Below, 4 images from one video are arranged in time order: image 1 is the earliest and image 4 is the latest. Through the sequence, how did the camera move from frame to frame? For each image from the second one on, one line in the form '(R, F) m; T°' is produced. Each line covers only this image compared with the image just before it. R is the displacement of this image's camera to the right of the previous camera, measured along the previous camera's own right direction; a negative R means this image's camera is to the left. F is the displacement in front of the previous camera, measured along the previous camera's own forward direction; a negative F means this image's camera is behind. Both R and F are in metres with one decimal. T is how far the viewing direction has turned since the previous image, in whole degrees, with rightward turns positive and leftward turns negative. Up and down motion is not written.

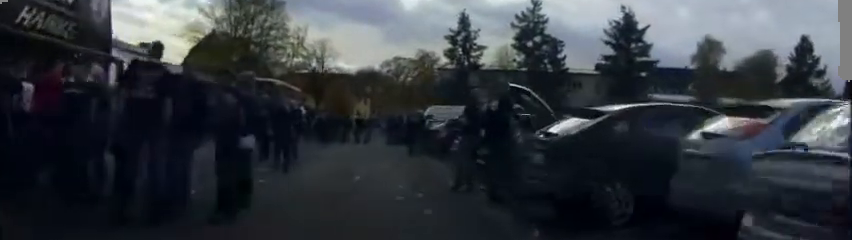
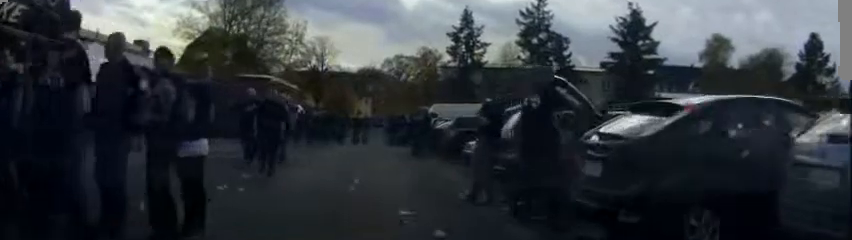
(0.0, +2.0) m; -1°
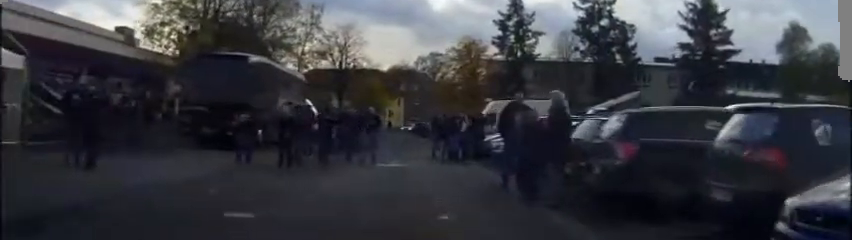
(-0.2, +13.0) m; 0°
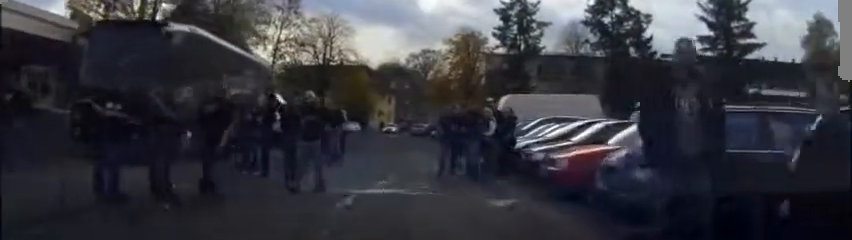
(-0.1, +7.0) m; -2°
